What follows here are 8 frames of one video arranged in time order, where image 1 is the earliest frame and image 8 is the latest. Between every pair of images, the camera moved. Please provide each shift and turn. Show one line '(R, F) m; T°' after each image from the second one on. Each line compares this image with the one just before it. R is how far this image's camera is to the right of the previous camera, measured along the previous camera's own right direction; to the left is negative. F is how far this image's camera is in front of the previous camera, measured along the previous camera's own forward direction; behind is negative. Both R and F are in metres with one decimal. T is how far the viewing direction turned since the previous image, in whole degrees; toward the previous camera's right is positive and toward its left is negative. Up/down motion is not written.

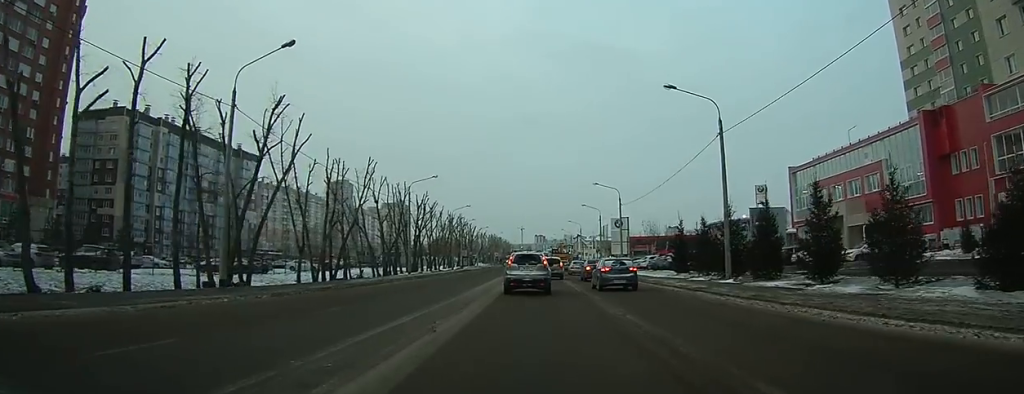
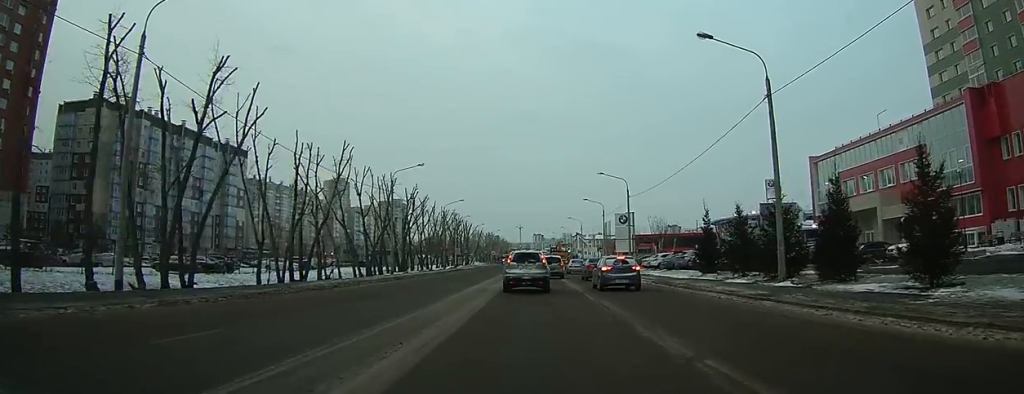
(0.0, +6.9) m; 0°
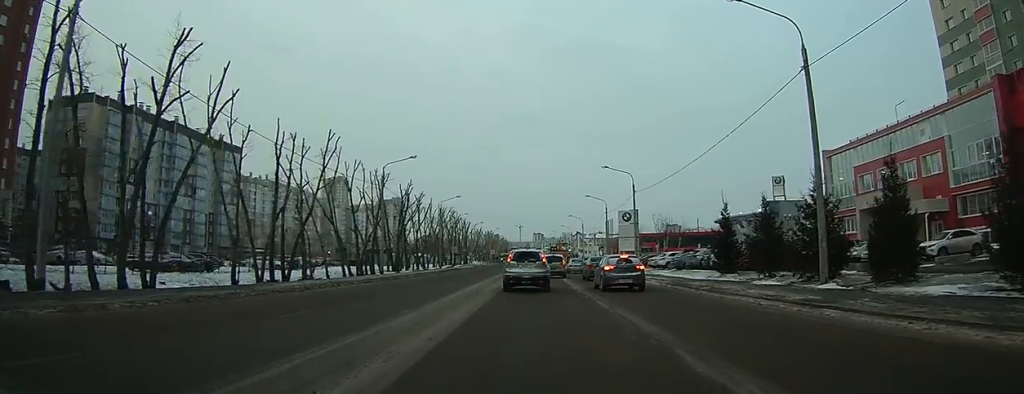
(0.0, +3.4) m; 0°
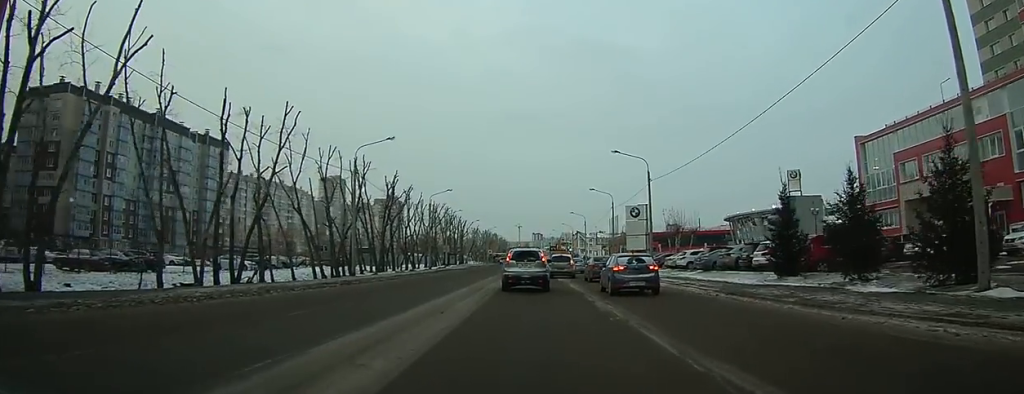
(0.0, +7.3) m; +1°
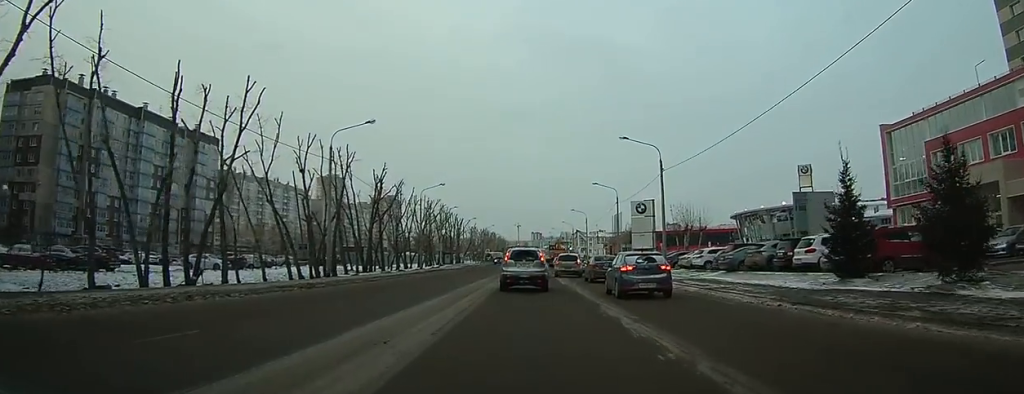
(+0.1, +4.8) m; +1°
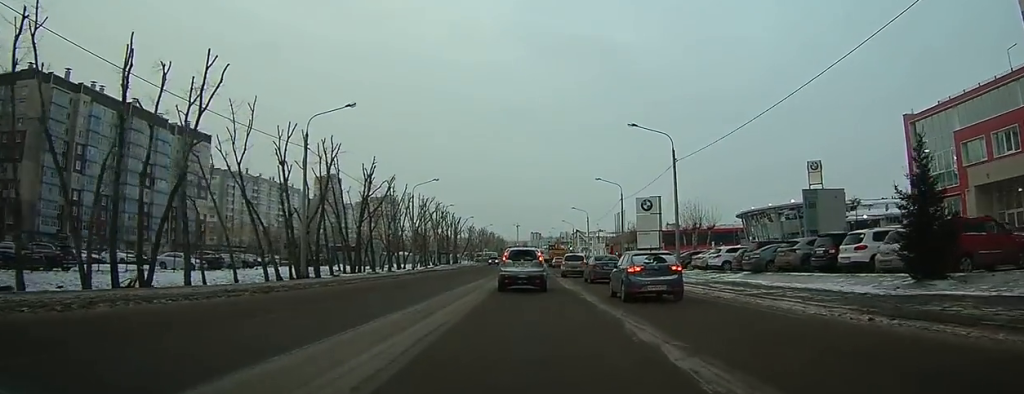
(+0.1, +4.1) m; 0°
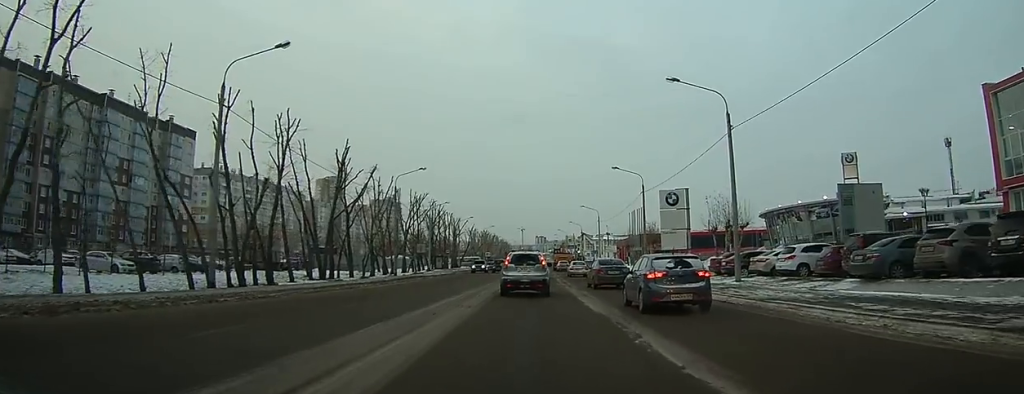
(-0.2, +11.6) m; -1°
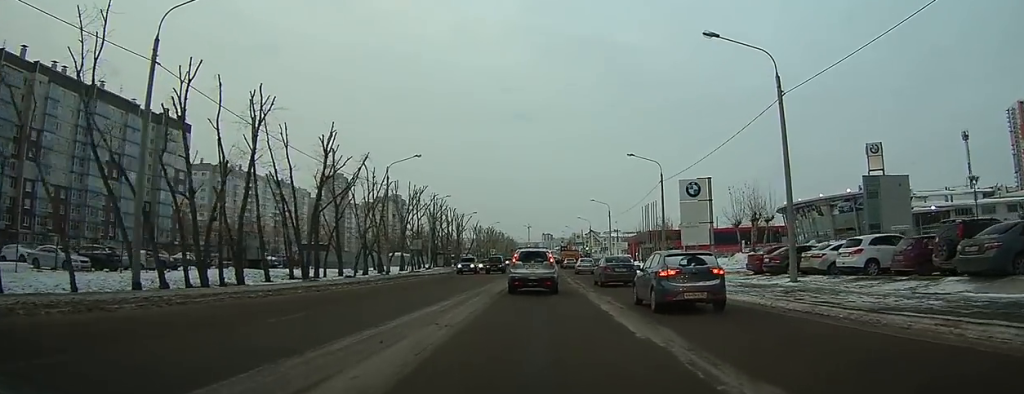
(0.0, +5.9) m; 0°
